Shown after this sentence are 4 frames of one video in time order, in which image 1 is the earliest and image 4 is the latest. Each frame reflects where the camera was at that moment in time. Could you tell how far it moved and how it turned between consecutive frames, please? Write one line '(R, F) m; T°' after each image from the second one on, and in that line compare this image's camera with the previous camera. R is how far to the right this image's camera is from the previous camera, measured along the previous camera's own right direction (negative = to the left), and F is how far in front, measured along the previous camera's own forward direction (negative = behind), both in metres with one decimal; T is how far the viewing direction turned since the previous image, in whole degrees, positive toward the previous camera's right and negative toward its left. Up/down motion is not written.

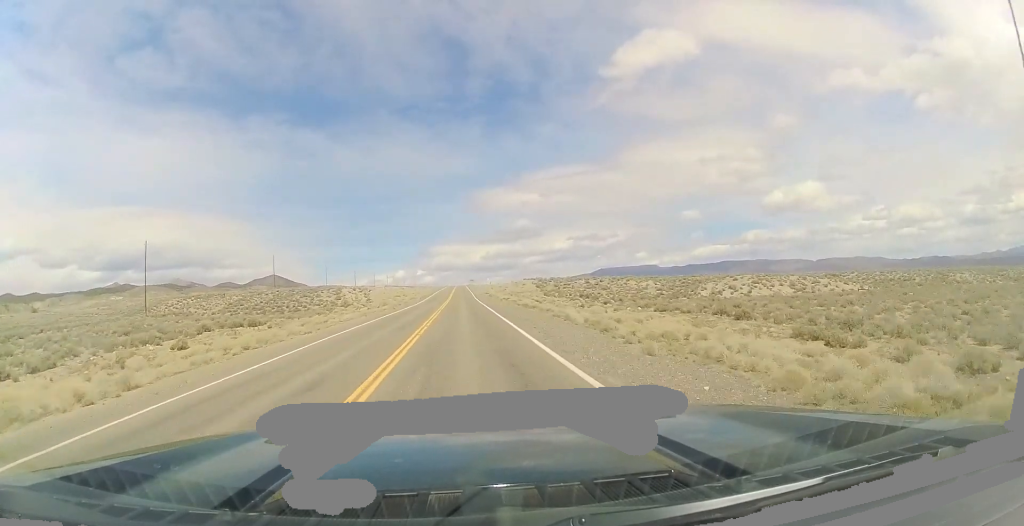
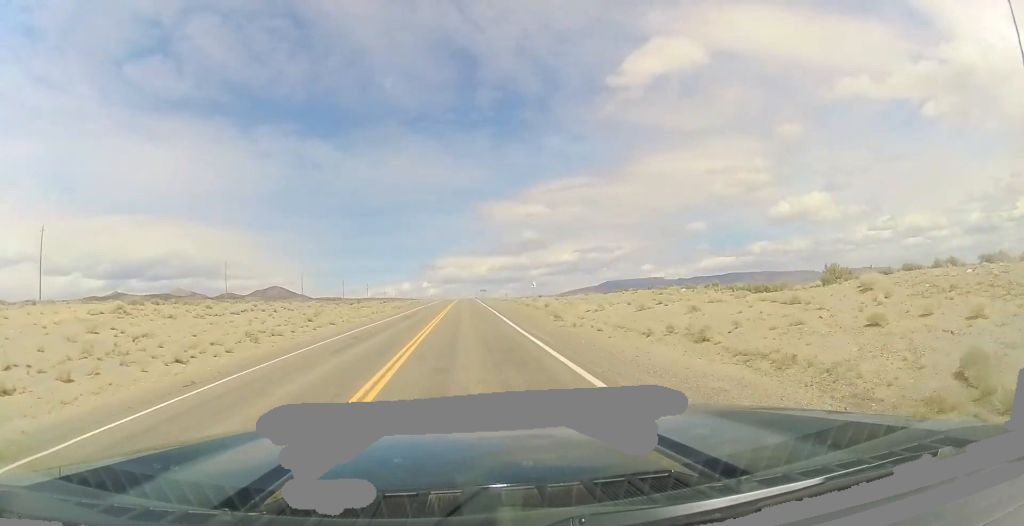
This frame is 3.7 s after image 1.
(+1.5, +113.8) m; 0°
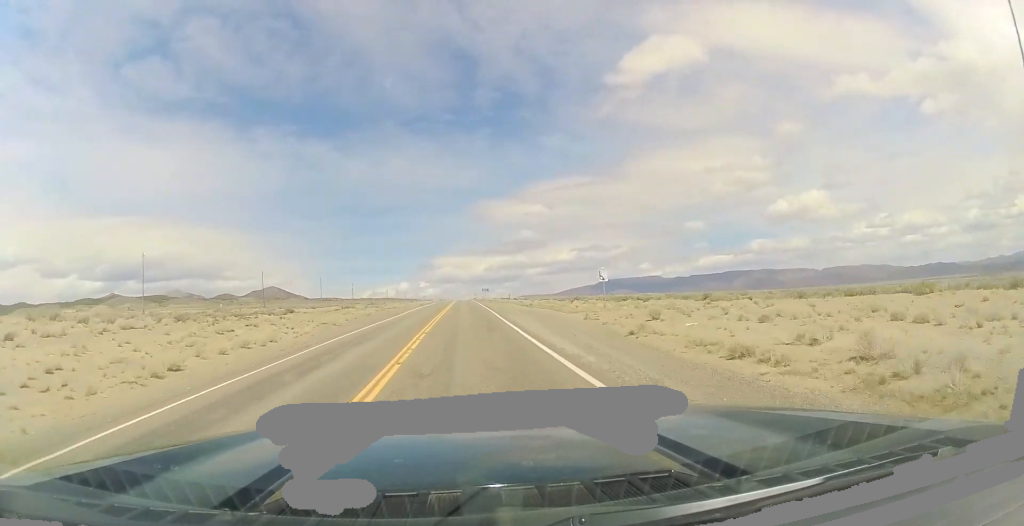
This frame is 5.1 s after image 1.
(0.0, +38.9) m; +1°
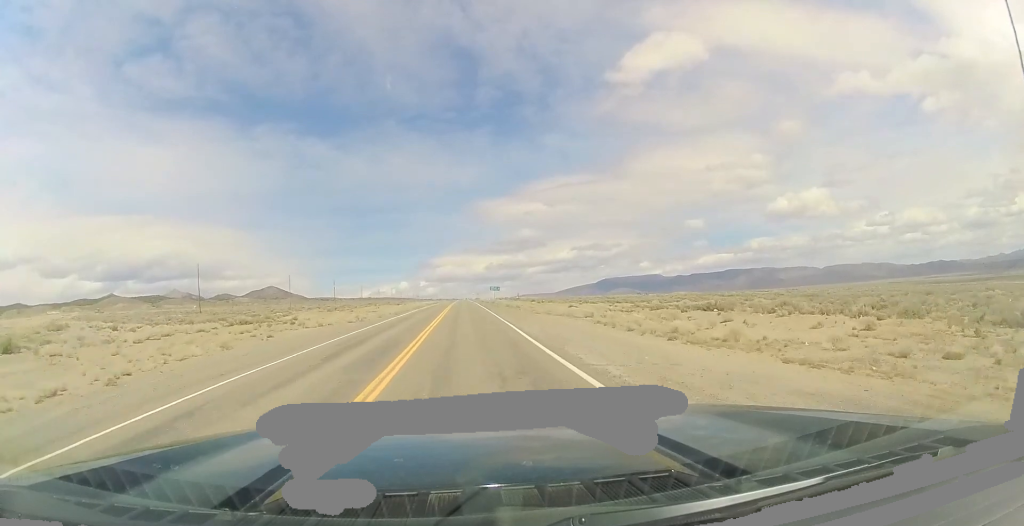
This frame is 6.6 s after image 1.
(+0.5, +43.2) m; 0°
